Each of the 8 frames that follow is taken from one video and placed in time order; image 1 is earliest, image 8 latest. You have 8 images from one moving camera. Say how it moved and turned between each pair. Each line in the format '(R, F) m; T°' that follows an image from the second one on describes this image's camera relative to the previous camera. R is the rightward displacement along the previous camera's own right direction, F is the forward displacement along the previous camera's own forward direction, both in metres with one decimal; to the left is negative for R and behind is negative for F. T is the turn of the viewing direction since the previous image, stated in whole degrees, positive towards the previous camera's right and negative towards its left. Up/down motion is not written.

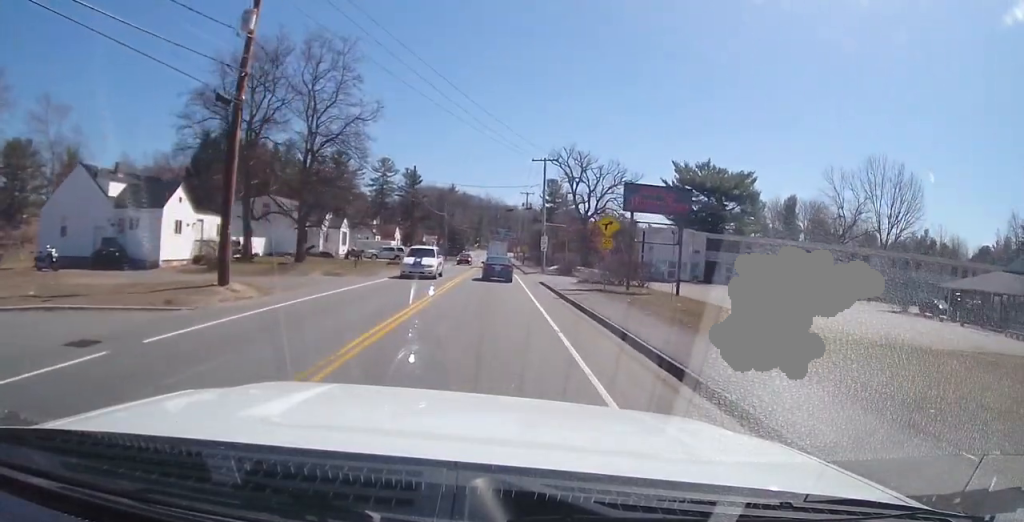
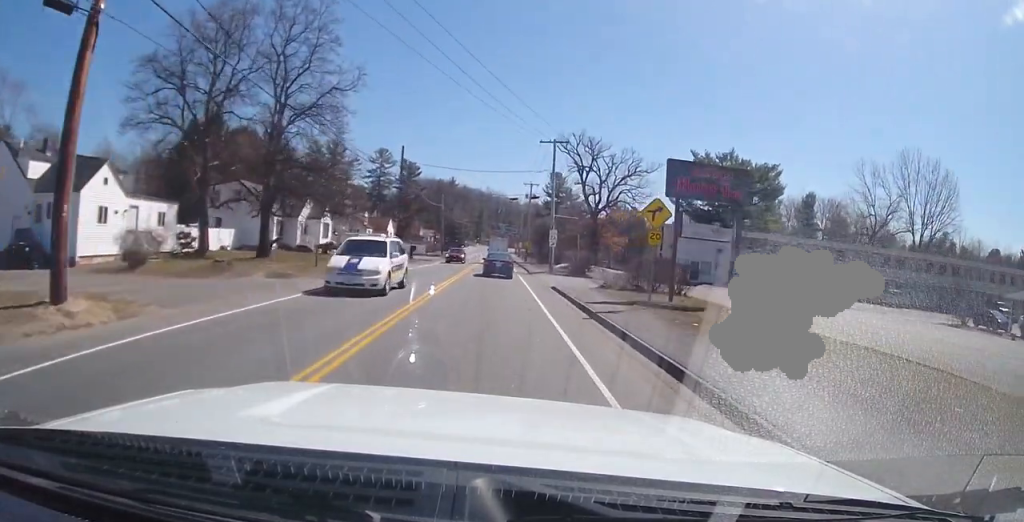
(0.0, +7.7) m; 0°
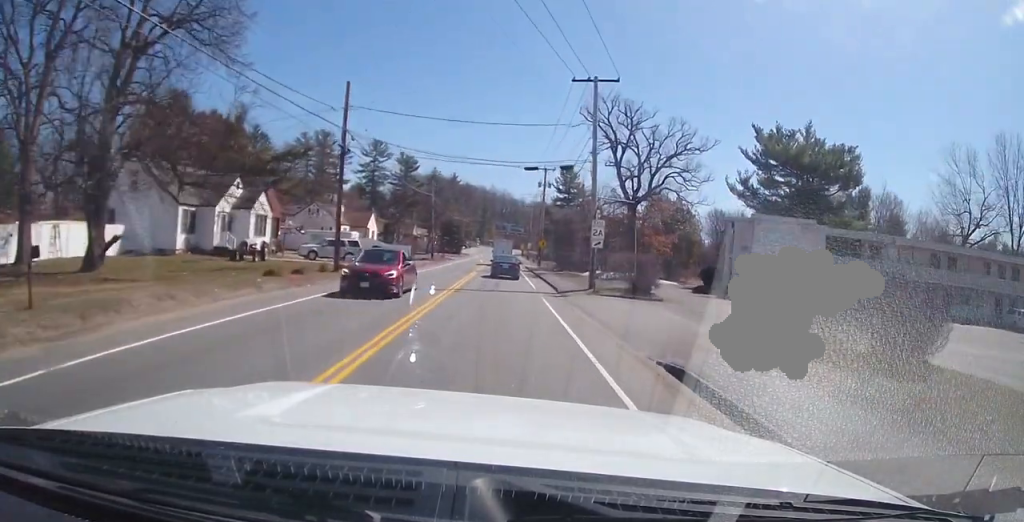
(-0.2, +18.1) m; -2°
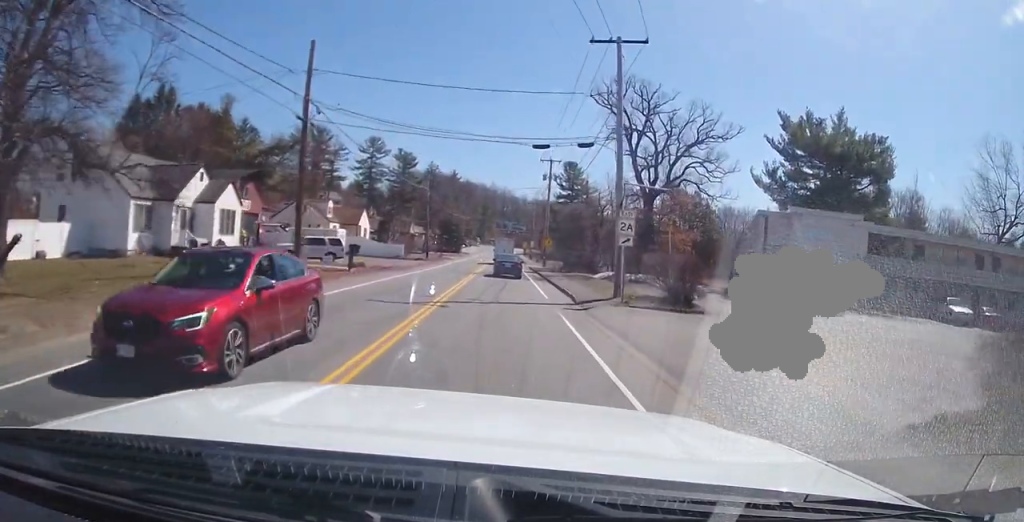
(-0.1, +5.6) m; -1°
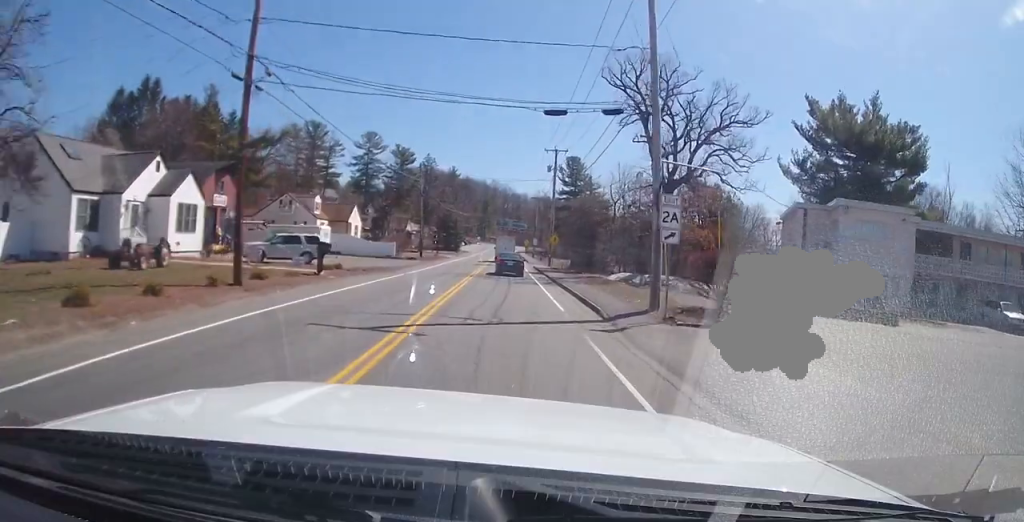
(0.0, +5.2) m; 0°
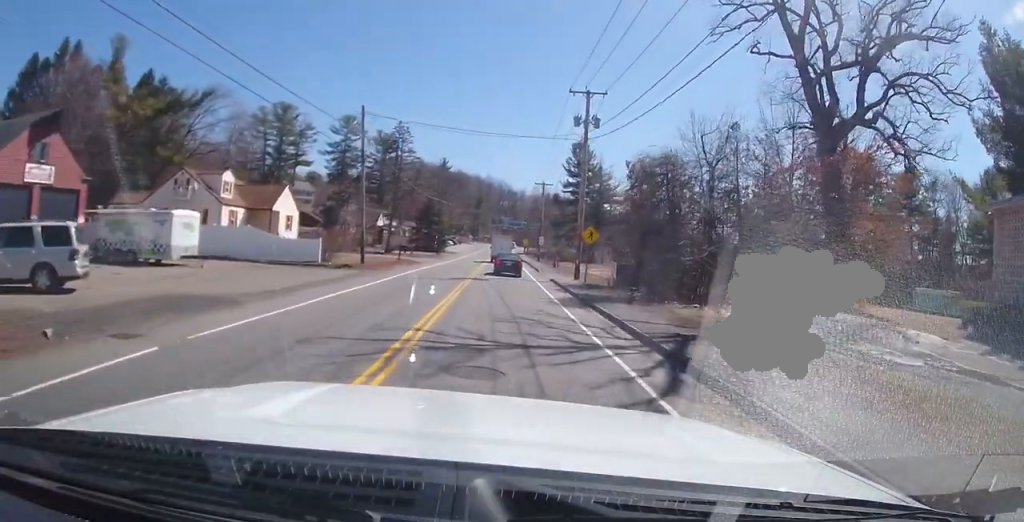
(-0.1, +21.6) m; 0°
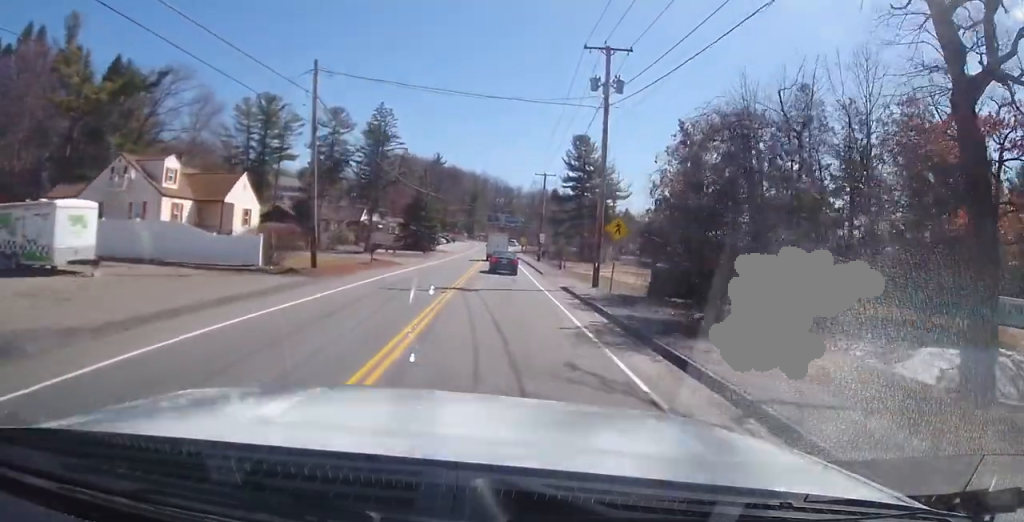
(0.0, +7.6) m; +1°
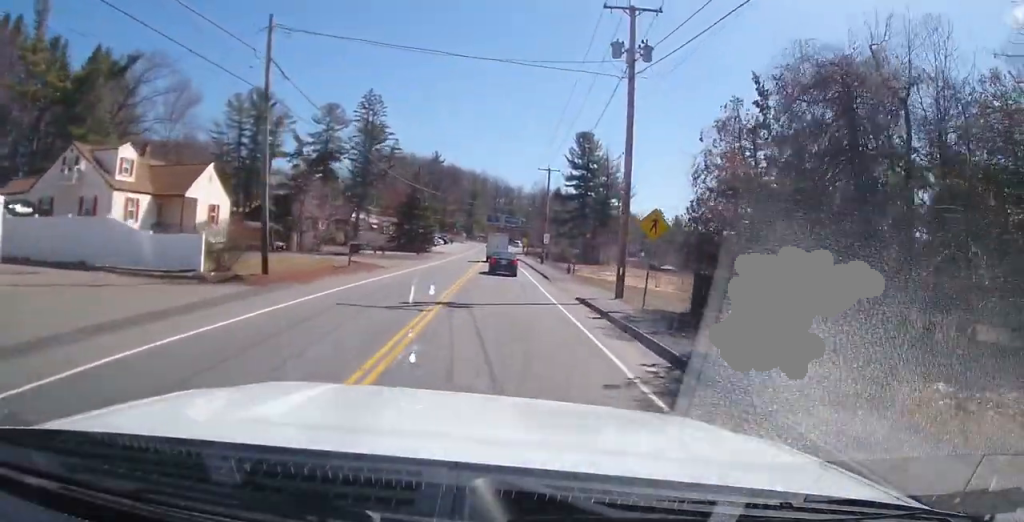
(0.0, +5.2) m; 0°
